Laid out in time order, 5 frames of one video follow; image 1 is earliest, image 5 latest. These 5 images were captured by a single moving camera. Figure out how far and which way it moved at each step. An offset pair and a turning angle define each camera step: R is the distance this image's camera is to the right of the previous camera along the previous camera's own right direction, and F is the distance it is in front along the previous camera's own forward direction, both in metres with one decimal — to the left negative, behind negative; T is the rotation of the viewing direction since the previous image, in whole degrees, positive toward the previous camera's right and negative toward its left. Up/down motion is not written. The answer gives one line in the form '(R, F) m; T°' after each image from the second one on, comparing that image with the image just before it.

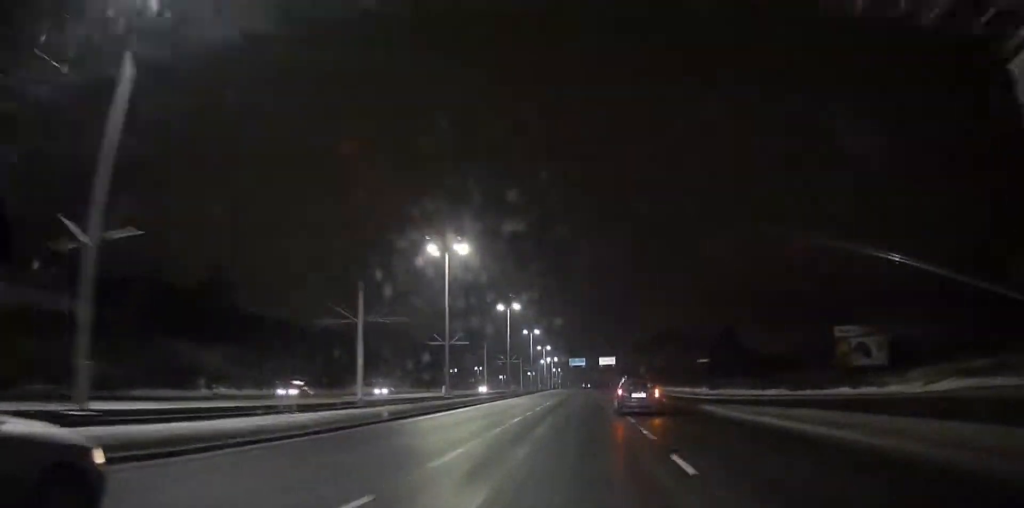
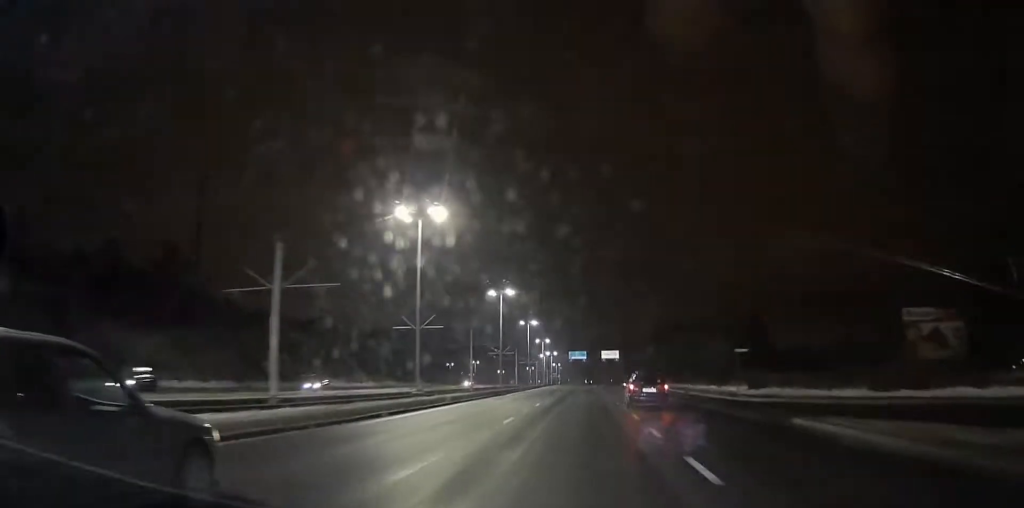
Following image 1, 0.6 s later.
(-0.1, +13.7) m; 0°
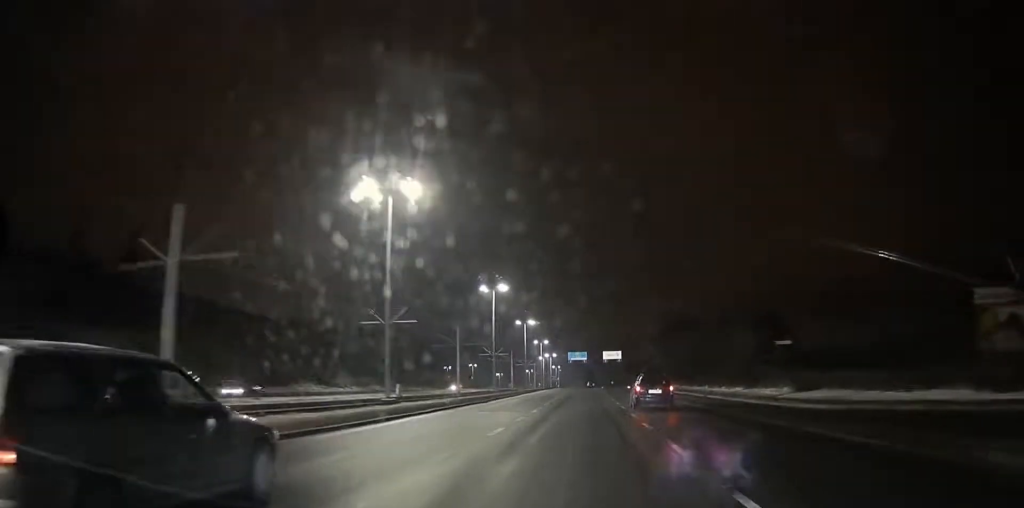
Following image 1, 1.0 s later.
(0.0, +9.4) m; 0°
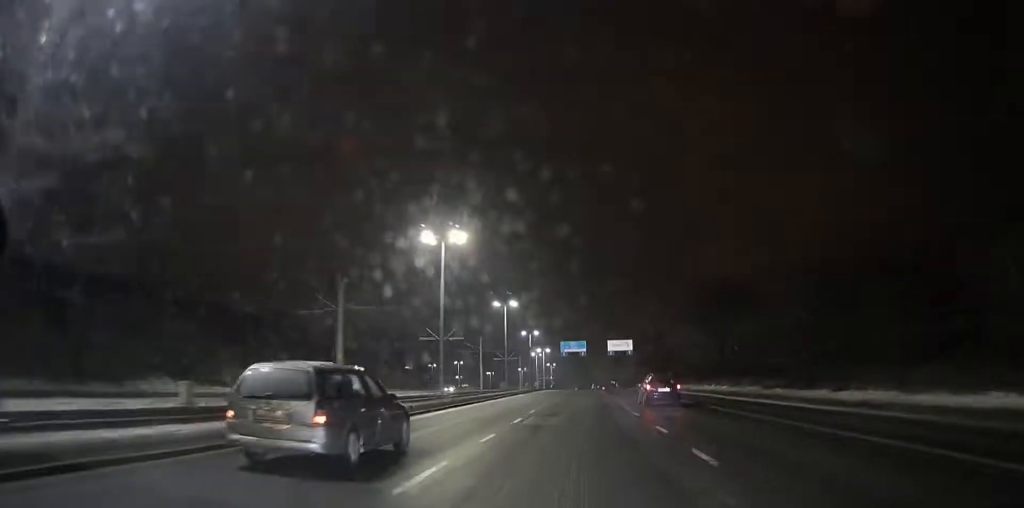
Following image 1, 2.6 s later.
(+0.4, +37.4) m; +1°
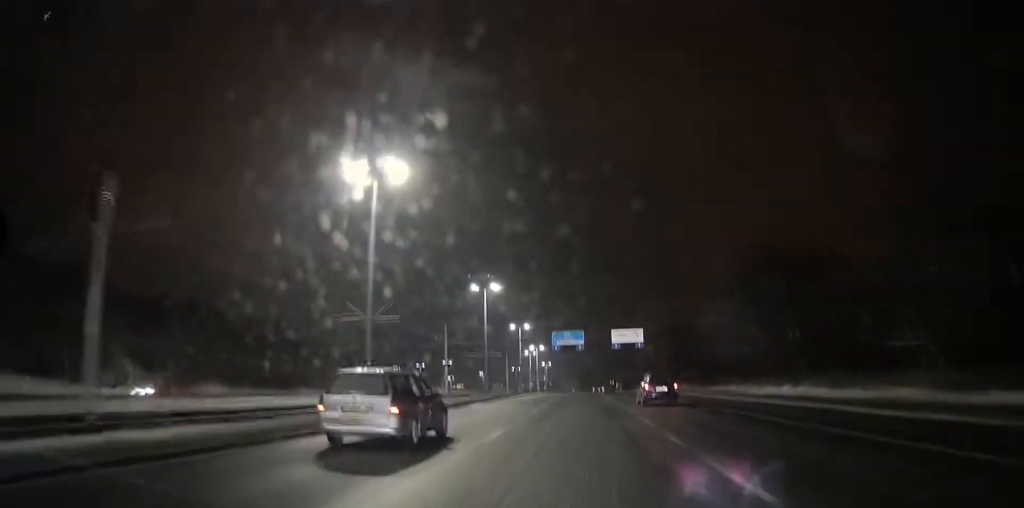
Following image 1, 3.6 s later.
(-0.1, +22.7) m; 0°
